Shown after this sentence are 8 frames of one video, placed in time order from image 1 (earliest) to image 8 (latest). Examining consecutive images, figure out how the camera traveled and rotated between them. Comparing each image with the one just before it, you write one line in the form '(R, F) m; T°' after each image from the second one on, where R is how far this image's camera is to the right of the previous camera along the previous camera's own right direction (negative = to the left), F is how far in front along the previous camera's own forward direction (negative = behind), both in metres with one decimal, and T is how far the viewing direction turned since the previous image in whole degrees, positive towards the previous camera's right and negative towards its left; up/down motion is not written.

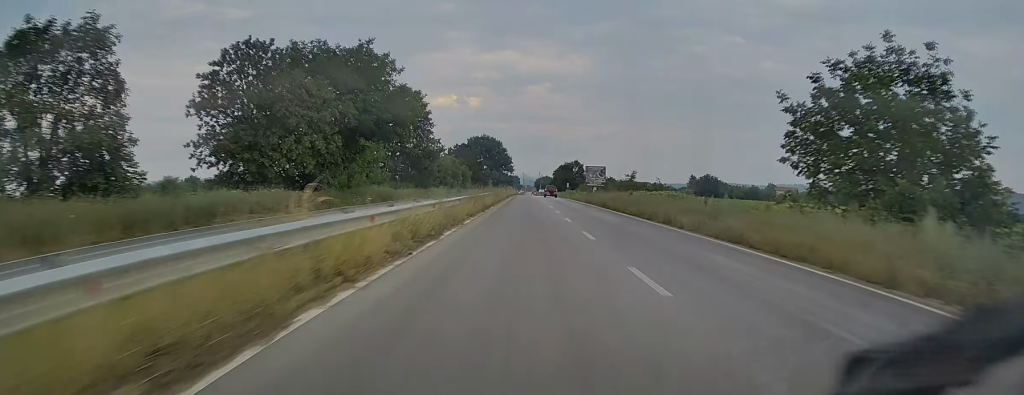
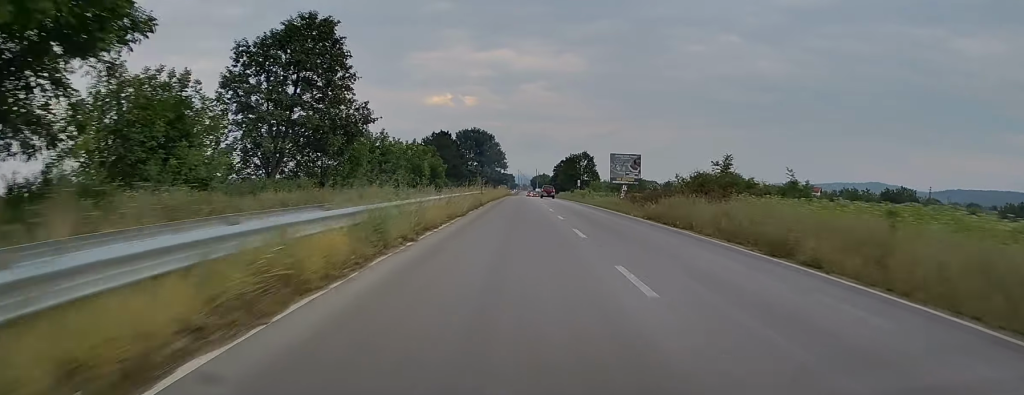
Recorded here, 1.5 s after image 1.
(0.0, +36.3) m; +1°
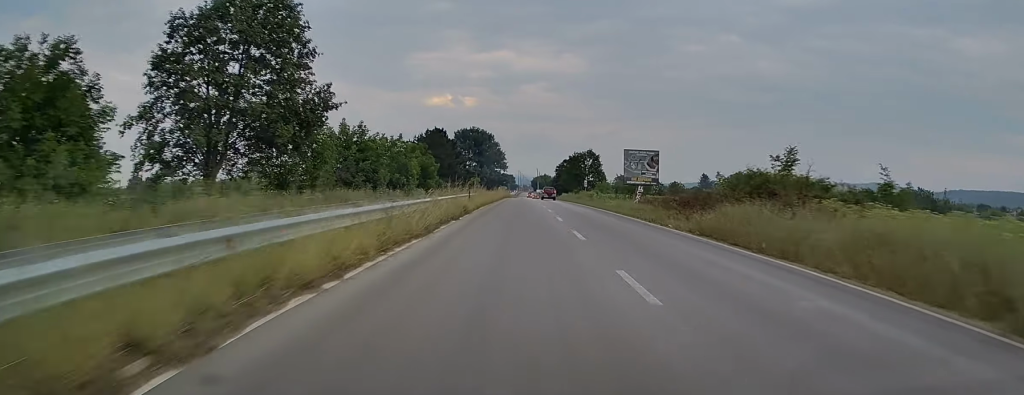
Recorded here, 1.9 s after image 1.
(0.0, +9.4) m; 0°
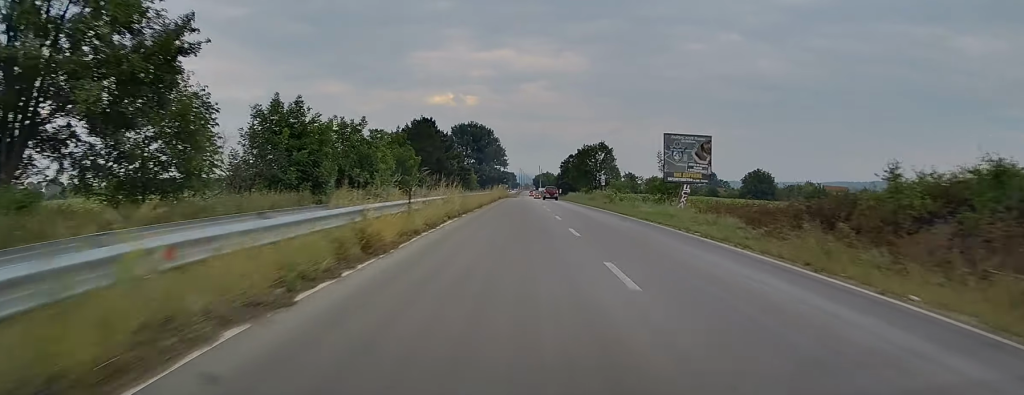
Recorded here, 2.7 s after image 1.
(+0.3, +17.3) m; 0°
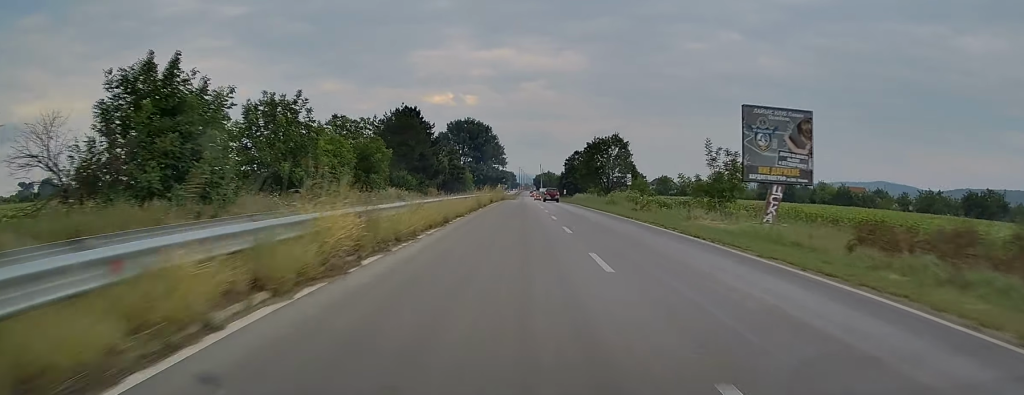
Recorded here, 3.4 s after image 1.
(-0.3, +16.2) m; 0°
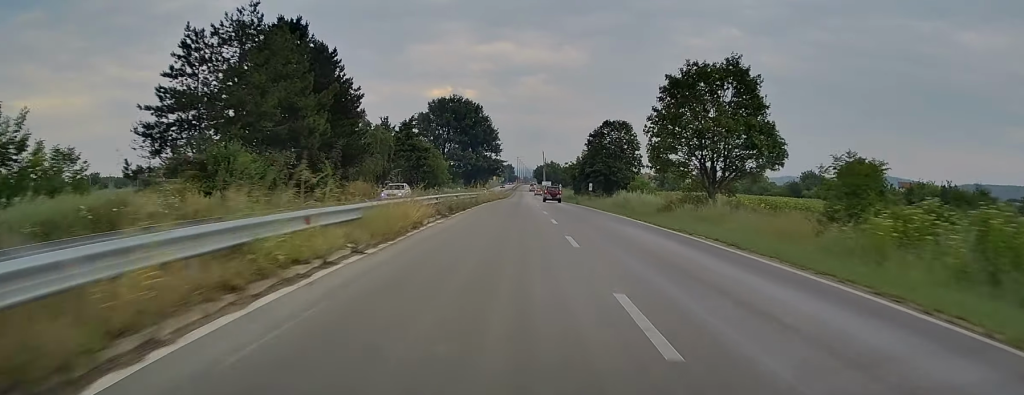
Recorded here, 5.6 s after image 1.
(-0.3, +51.1) m; -1°
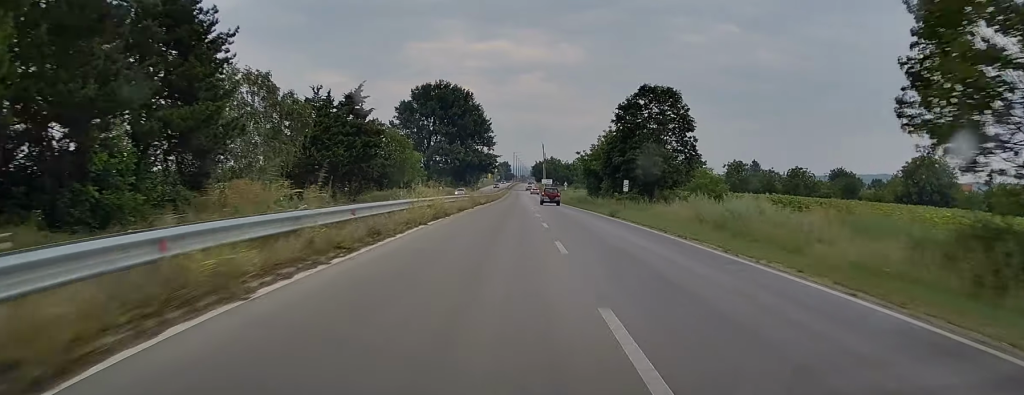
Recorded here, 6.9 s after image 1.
(+0.4, +28.1) m; +2°
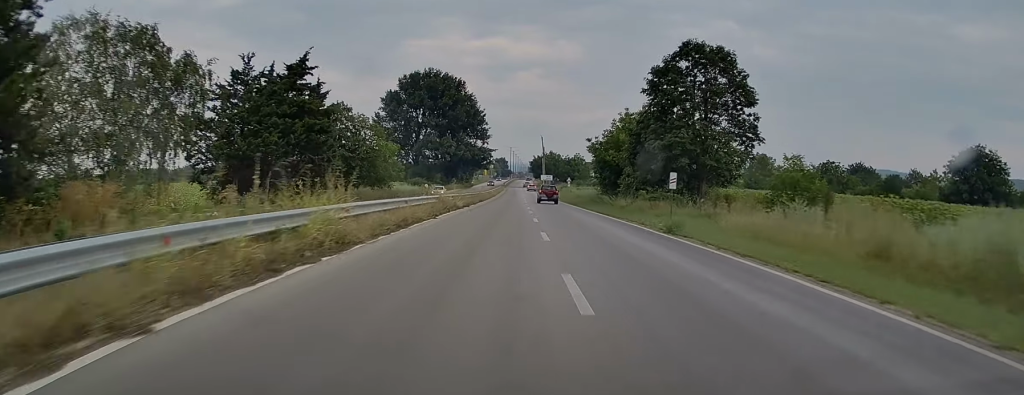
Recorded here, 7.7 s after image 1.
(+0.3, +15.5) m; 0°
